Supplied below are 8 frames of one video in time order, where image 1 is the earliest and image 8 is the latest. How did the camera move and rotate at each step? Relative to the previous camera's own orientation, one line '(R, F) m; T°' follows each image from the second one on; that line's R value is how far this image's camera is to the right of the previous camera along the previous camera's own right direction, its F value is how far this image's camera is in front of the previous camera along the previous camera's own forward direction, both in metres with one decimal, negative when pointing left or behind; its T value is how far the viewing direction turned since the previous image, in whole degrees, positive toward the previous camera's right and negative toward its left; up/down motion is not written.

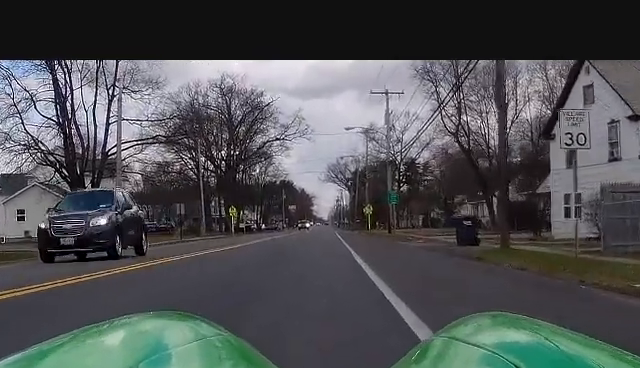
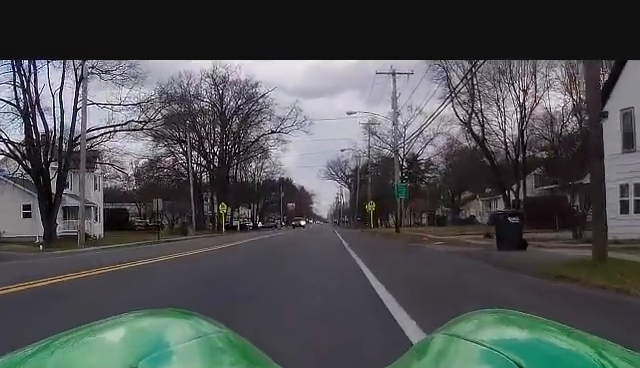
(-0.2, +8.2) m; -2°
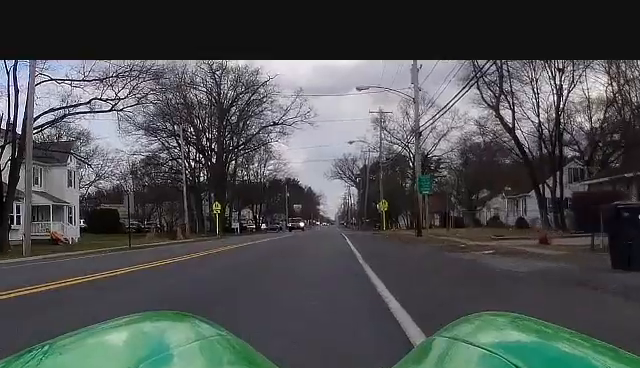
(0.0, +9.9) m; 0°
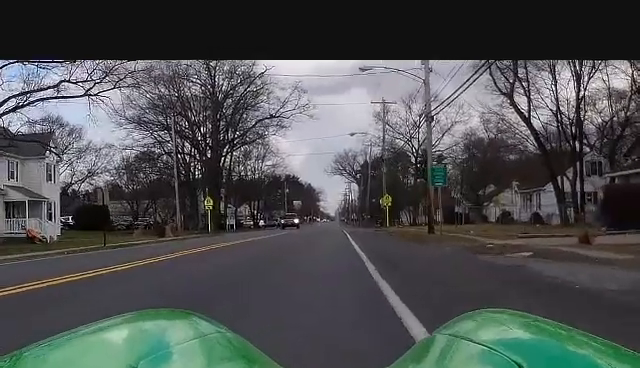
(+0.1, +5.2) m; 0°
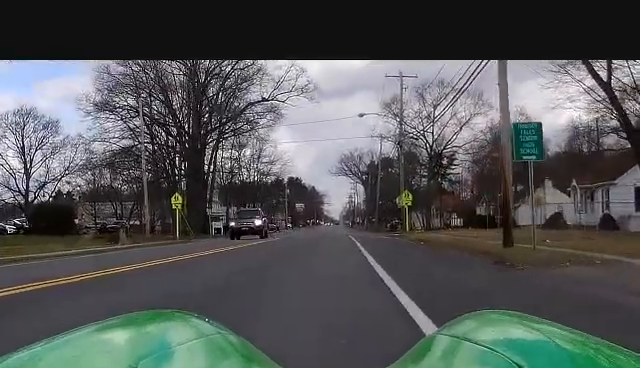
(-0.6, +16.3) m; -3°
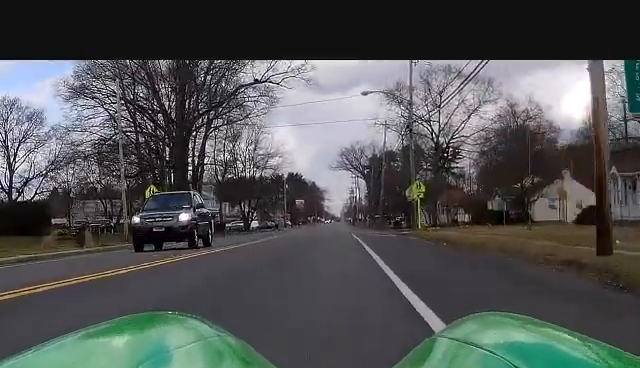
(-0.2, +7.8) m; +2°
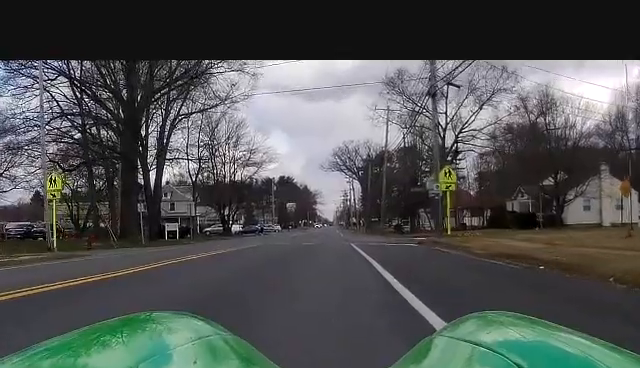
(+0.6, +15.9) m; +1°
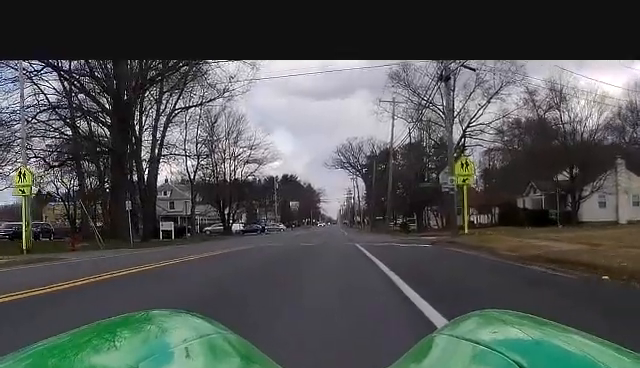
(0.0, +3.7) m; 0°
